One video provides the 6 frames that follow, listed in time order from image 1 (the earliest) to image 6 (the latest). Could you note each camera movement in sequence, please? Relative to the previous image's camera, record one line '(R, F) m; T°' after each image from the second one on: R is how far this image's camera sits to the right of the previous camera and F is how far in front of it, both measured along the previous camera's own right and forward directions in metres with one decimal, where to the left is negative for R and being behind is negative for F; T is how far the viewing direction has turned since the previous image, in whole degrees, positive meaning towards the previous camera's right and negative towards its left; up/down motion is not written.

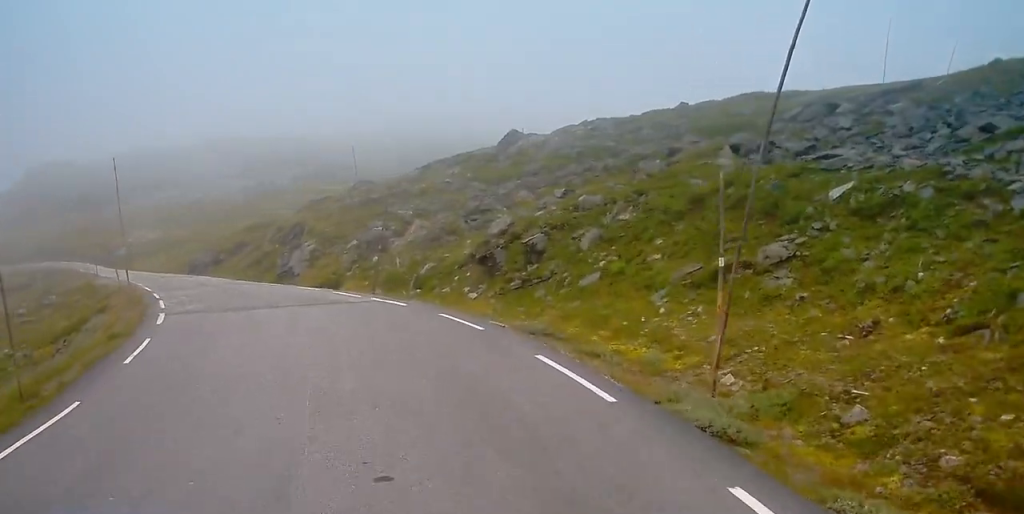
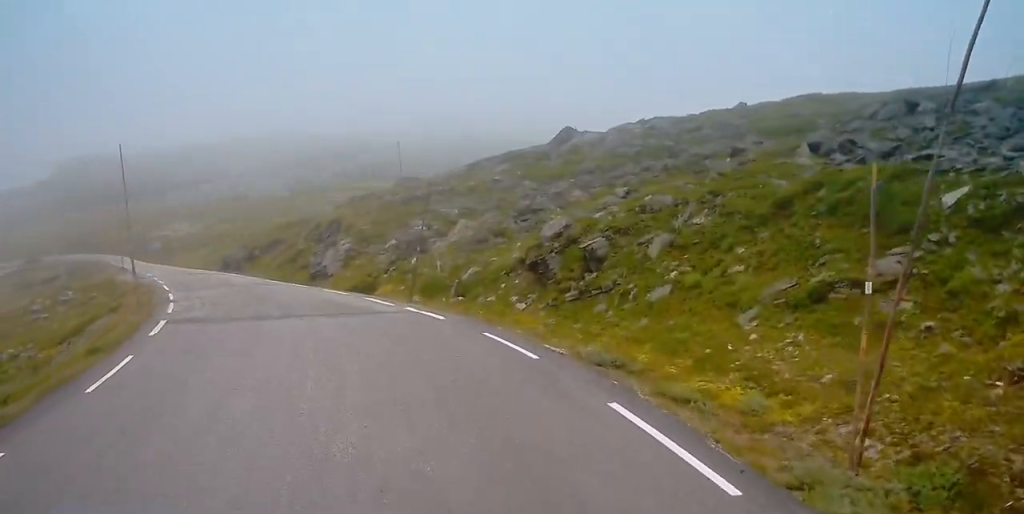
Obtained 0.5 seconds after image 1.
(-0.1, +3.0) m; -3°
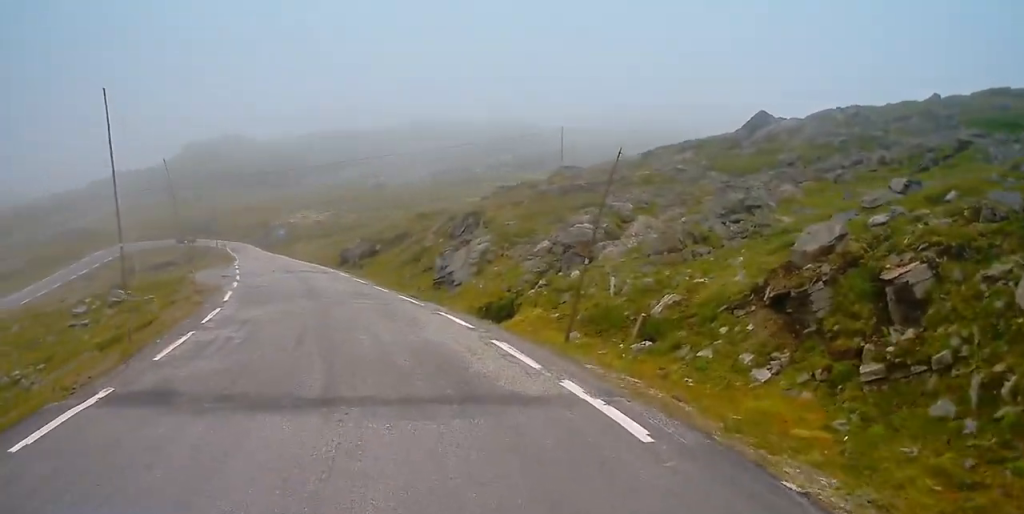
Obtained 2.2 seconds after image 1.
(-0.9, +10.1) m; -10°
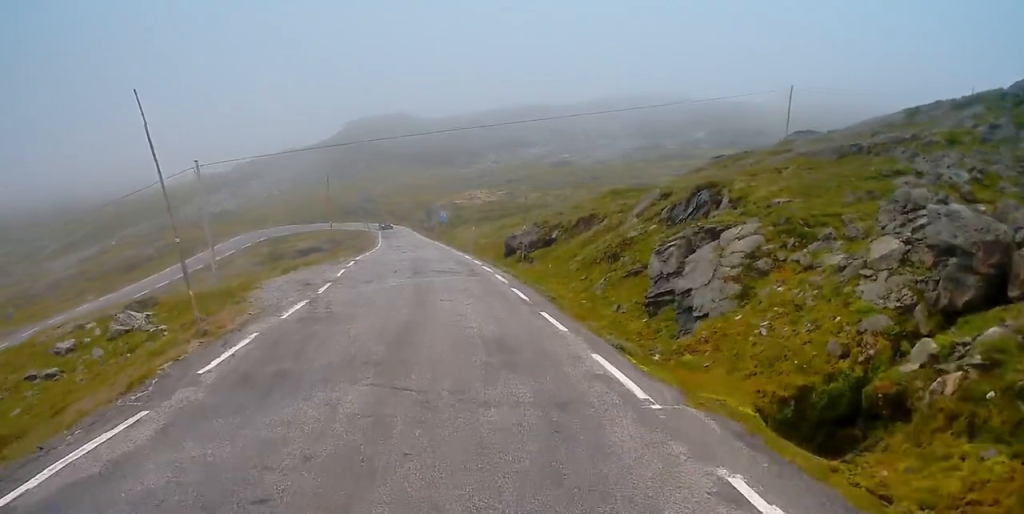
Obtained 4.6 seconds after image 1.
(-1.0, +14.7) m; -7°
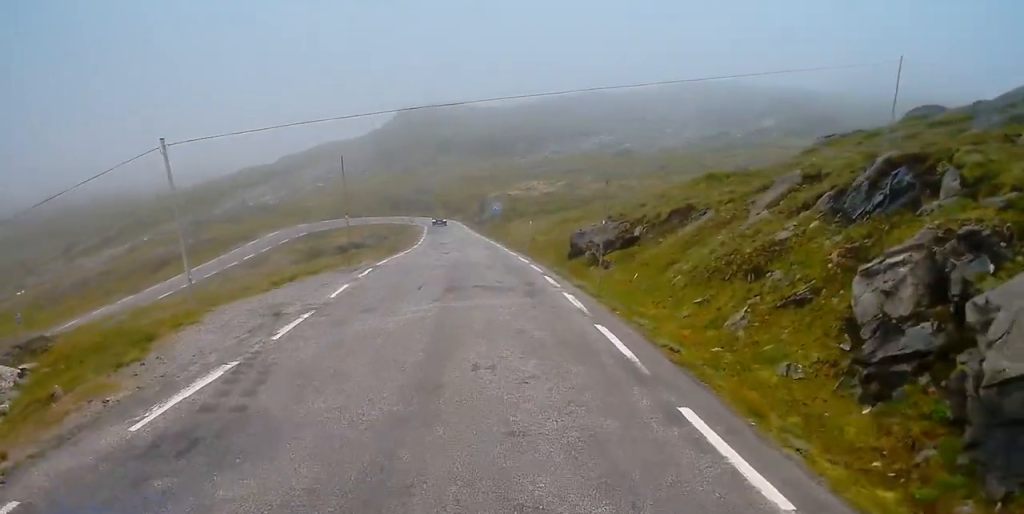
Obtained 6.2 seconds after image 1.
(-0.3, +9.5) m; -1°
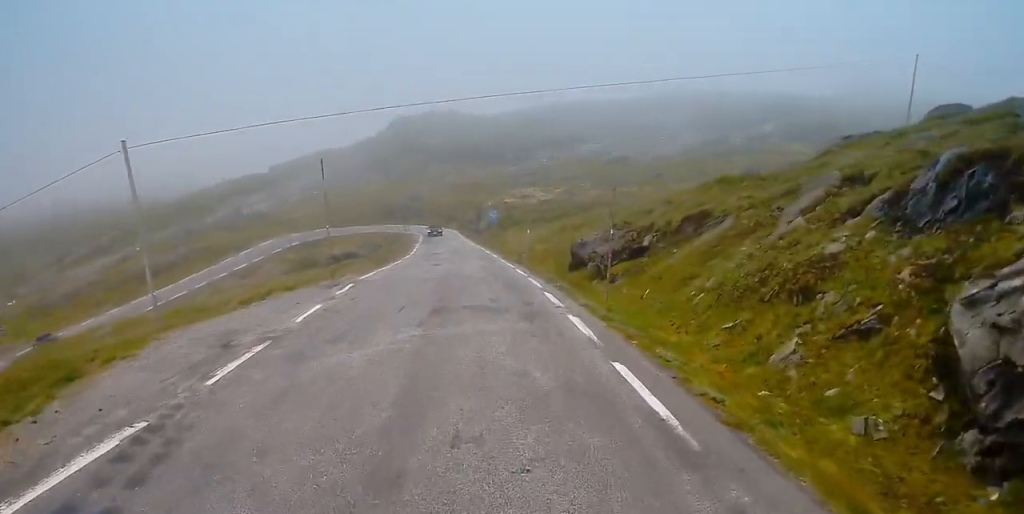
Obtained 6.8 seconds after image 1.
(+0.1, +3.0) m; 0°
